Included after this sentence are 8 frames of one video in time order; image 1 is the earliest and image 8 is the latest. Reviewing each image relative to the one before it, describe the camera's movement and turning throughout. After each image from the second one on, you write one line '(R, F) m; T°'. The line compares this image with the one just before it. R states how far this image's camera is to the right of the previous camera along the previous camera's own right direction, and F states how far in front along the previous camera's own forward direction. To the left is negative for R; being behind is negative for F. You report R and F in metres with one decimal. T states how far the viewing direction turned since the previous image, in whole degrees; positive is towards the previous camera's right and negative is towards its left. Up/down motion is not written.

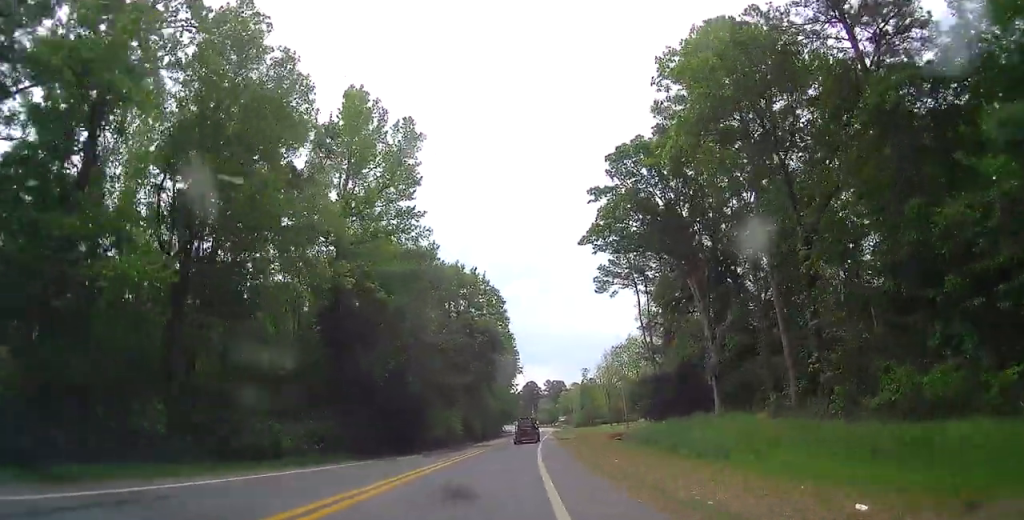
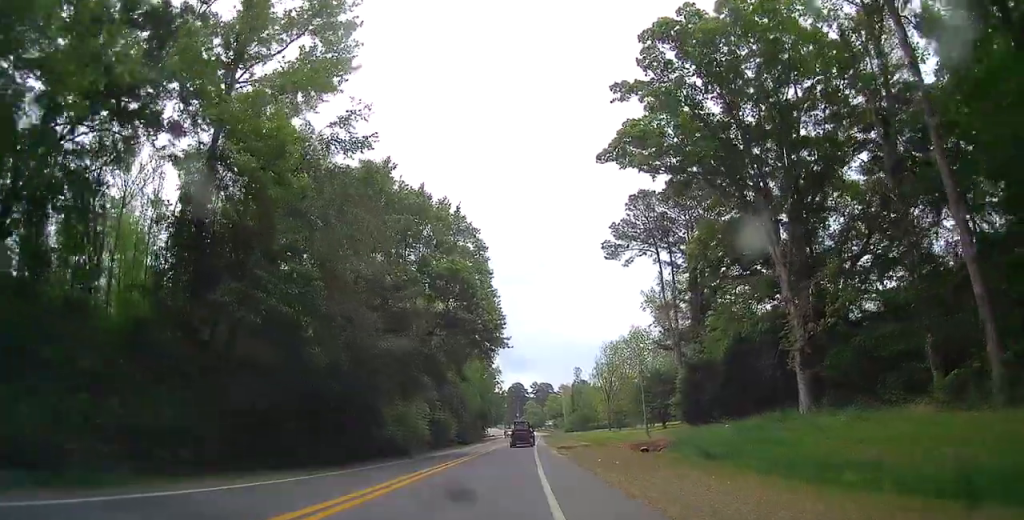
(+0.6, +19.5) m; +1°
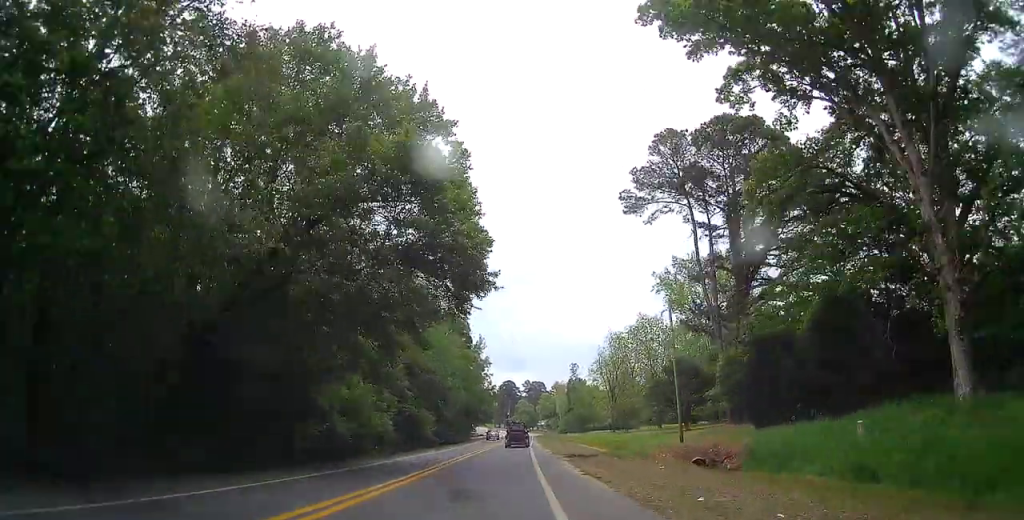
(-0.1, +15.0) m; 0°
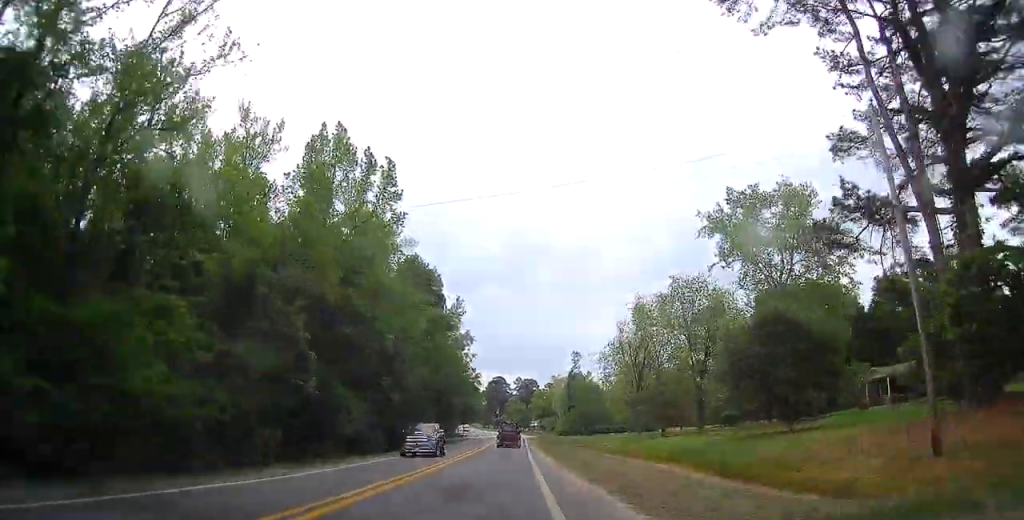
(-0.3, +28.4) m; +2°
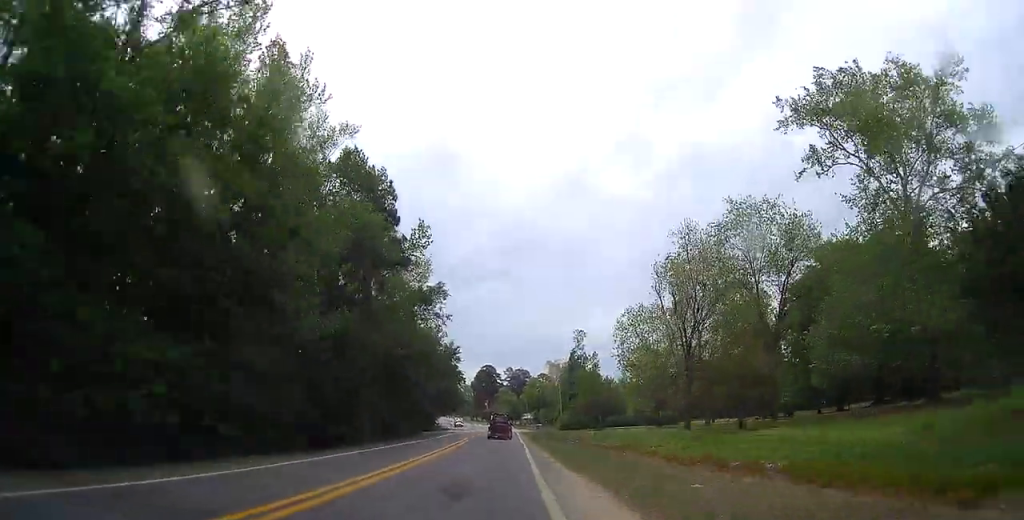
(+1.2, +23.6) m; +2°
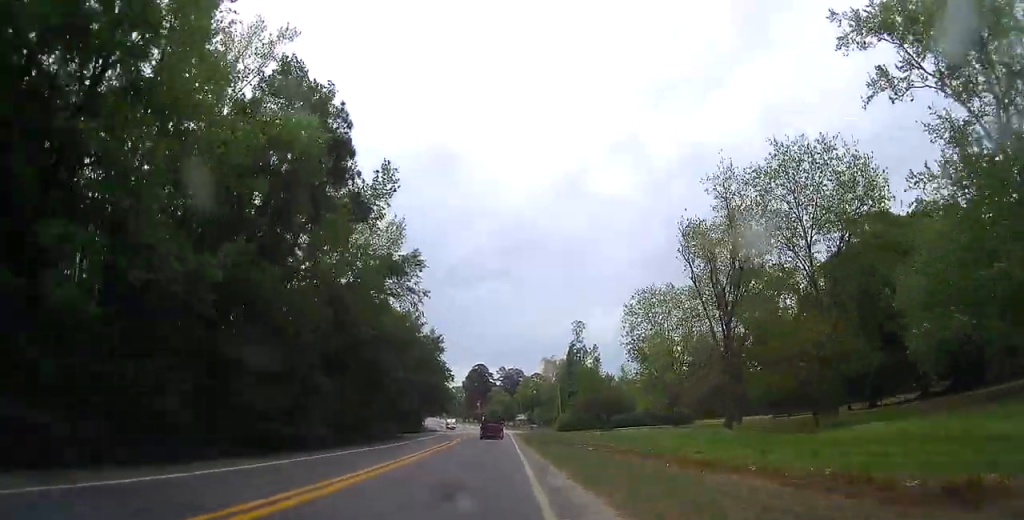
(-0.3, +10.4) m; -1°
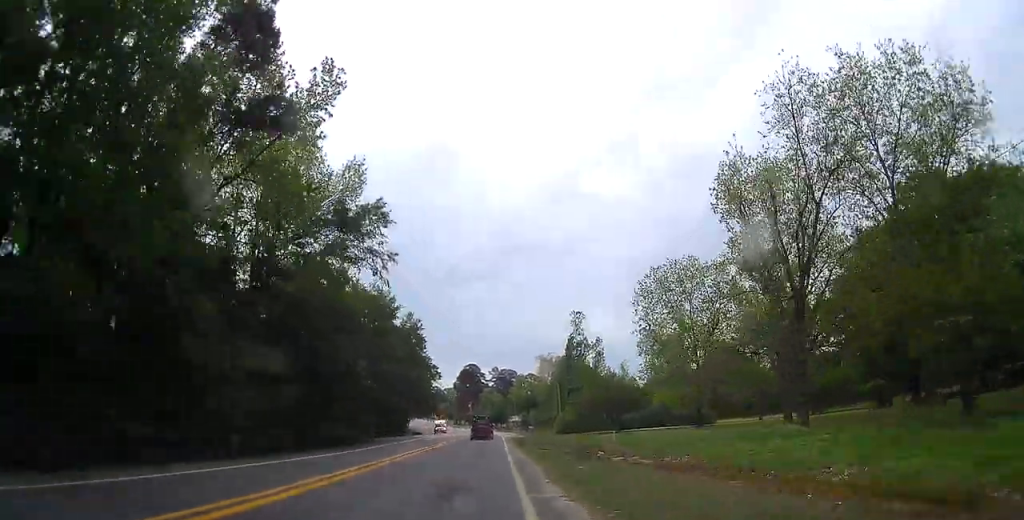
(-0.1, +10.8) m; -1°
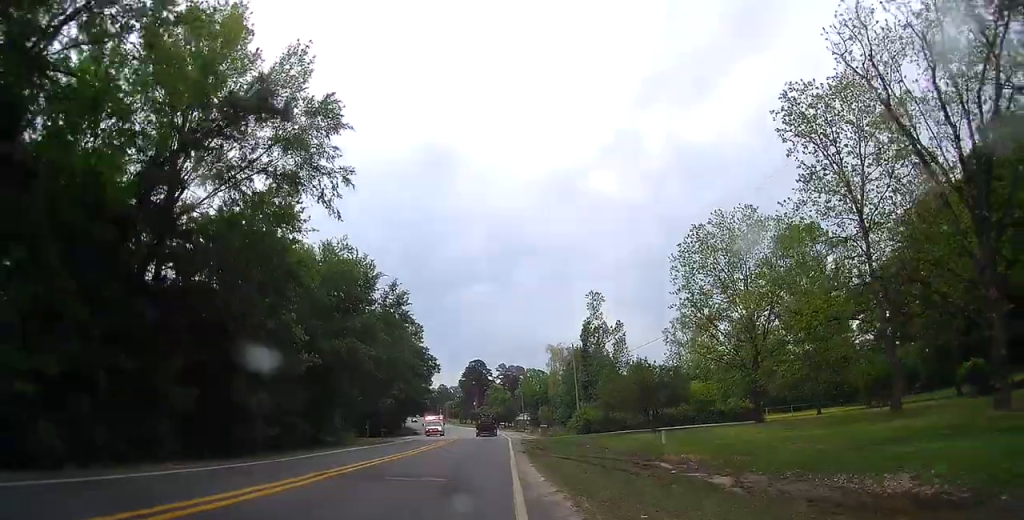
(+0.1, +11.8) m; -1°
